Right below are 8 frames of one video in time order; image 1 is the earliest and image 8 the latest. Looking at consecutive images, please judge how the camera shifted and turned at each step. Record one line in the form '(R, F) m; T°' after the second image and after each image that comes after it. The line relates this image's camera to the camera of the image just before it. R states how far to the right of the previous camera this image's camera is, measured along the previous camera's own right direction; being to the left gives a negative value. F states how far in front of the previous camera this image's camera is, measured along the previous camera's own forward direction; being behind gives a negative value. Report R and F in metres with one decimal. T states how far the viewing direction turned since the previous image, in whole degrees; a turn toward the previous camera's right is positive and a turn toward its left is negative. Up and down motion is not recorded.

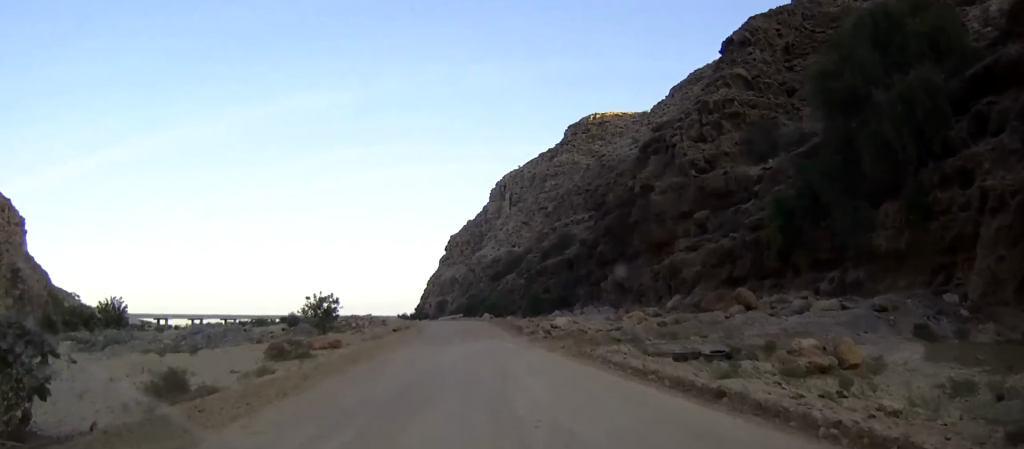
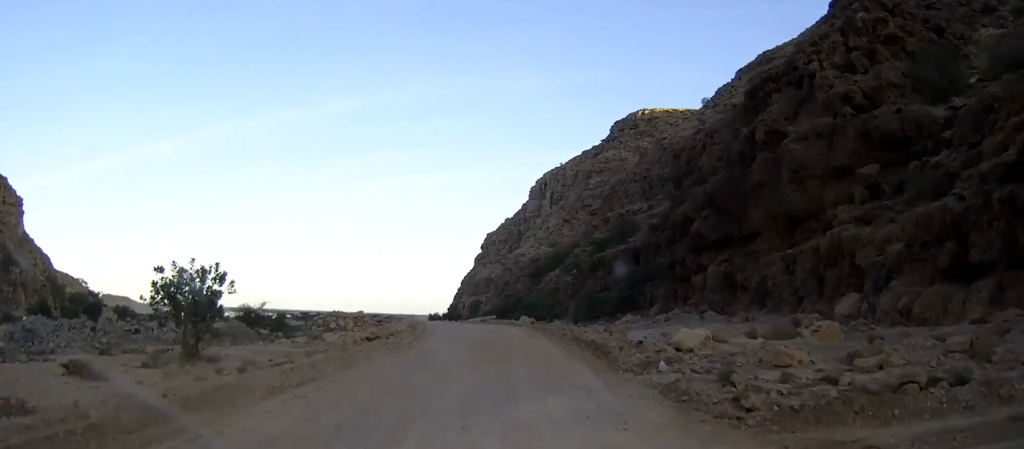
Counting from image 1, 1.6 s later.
(-0.6, +24.5) m; -2°
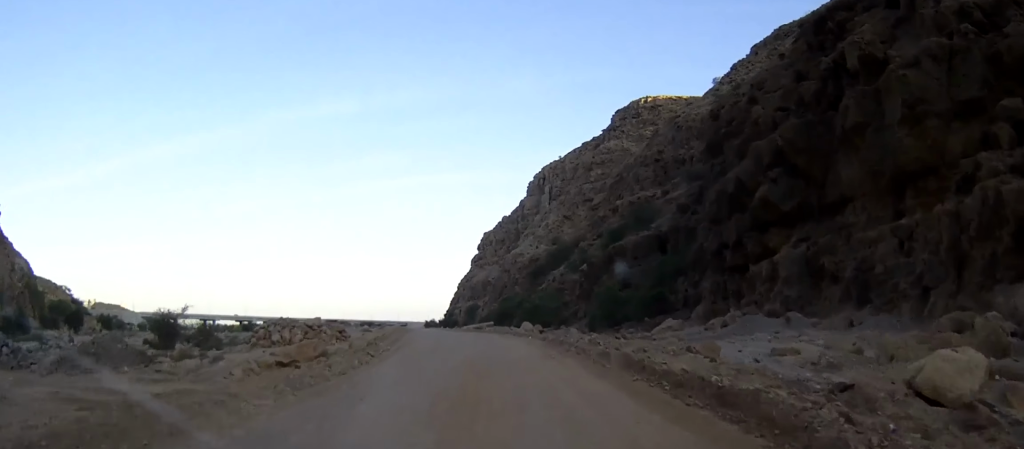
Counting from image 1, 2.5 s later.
(-0.1, +14.1) m; -1°
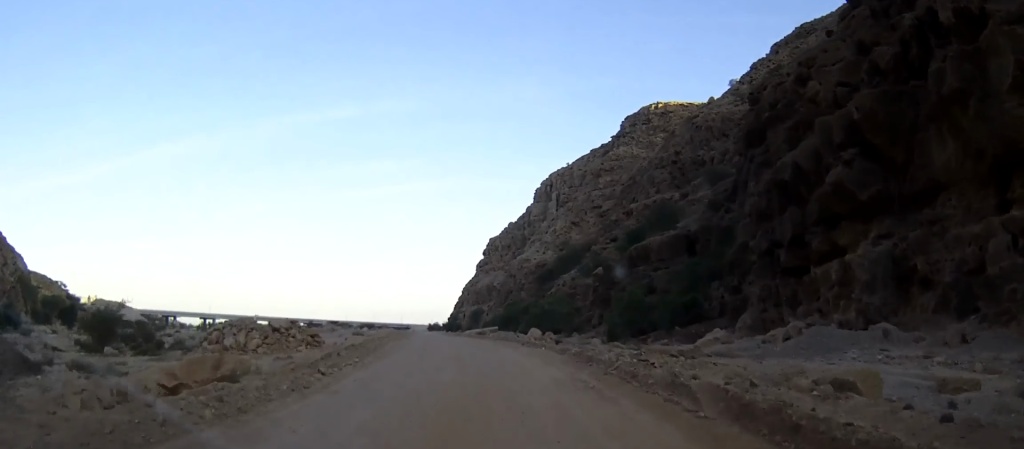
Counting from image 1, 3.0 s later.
(+0.1, +7.8) m; -1°
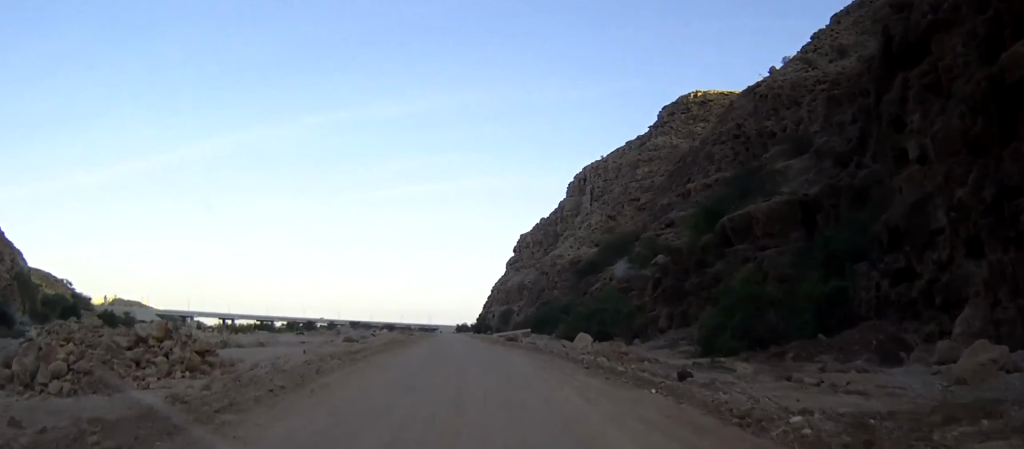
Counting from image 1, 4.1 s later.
(-0.3, +18.4) m; -2°
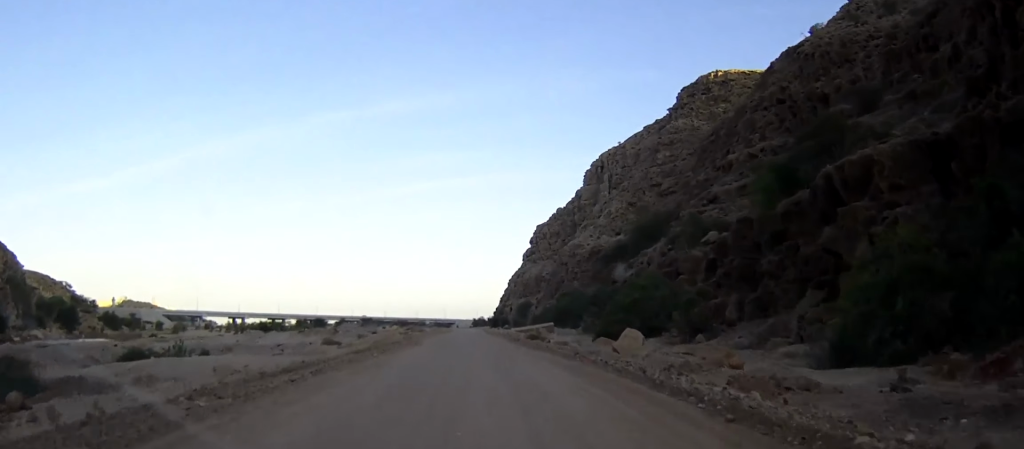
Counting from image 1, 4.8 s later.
(-0.2, +12.6) m; -1°
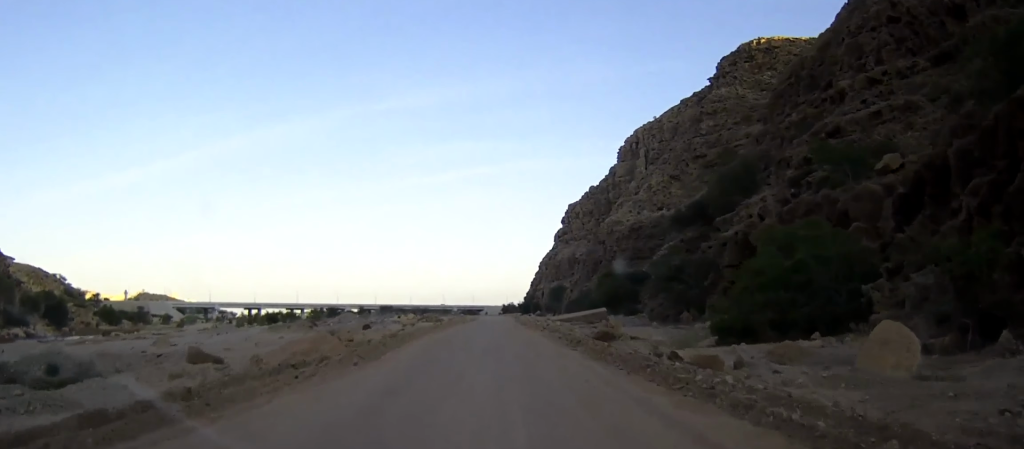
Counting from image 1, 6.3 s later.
(-0.5, +25.3) m; -2°
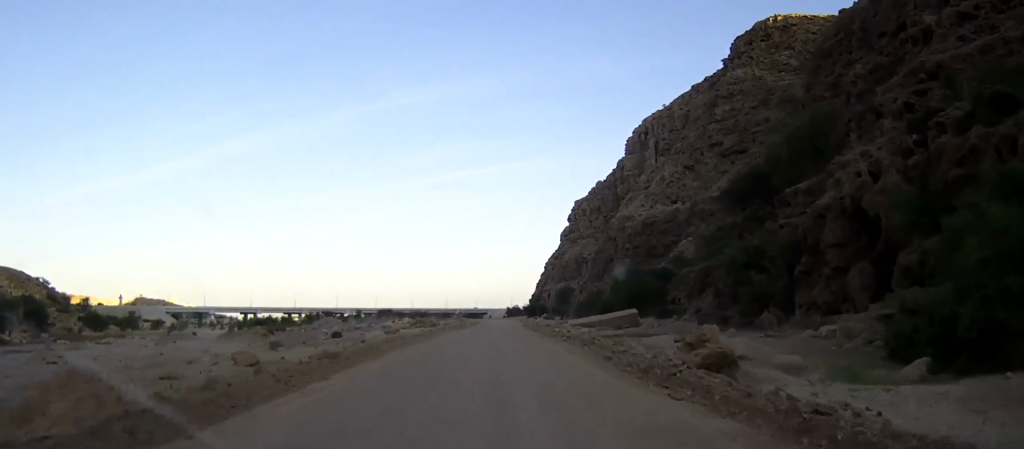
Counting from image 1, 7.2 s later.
(-0.1, +14.6) m; -1°
